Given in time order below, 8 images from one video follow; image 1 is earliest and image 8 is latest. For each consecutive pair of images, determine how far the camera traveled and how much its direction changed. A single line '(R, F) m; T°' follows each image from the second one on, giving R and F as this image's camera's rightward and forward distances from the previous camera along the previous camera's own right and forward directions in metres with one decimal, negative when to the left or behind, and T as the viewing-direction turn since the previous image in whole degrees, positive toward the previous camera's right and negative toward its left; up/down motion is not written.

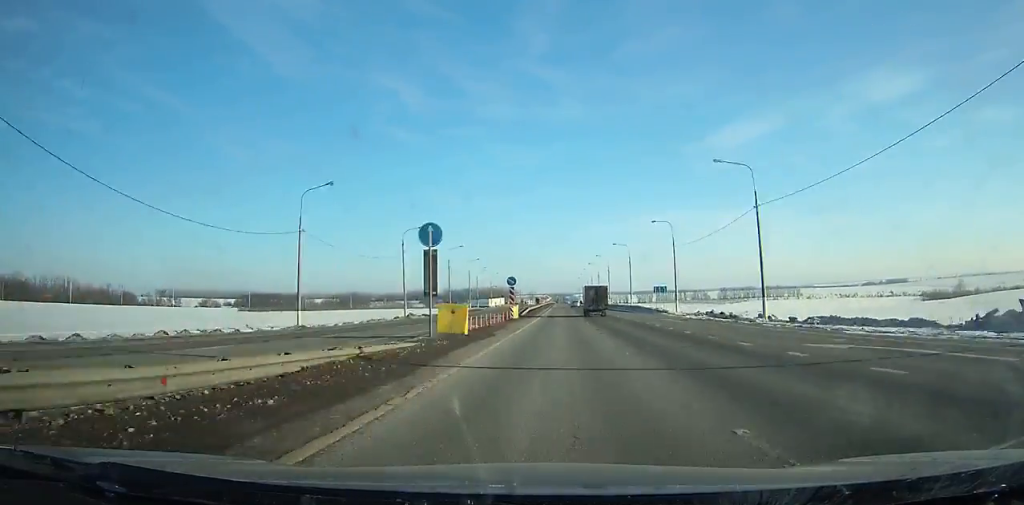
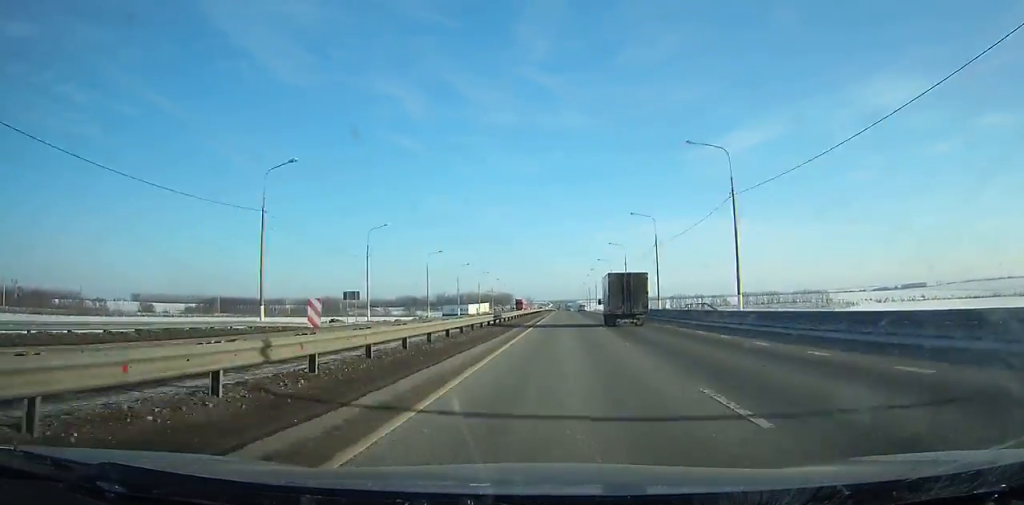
(+0.1, +93.2) m; 0°
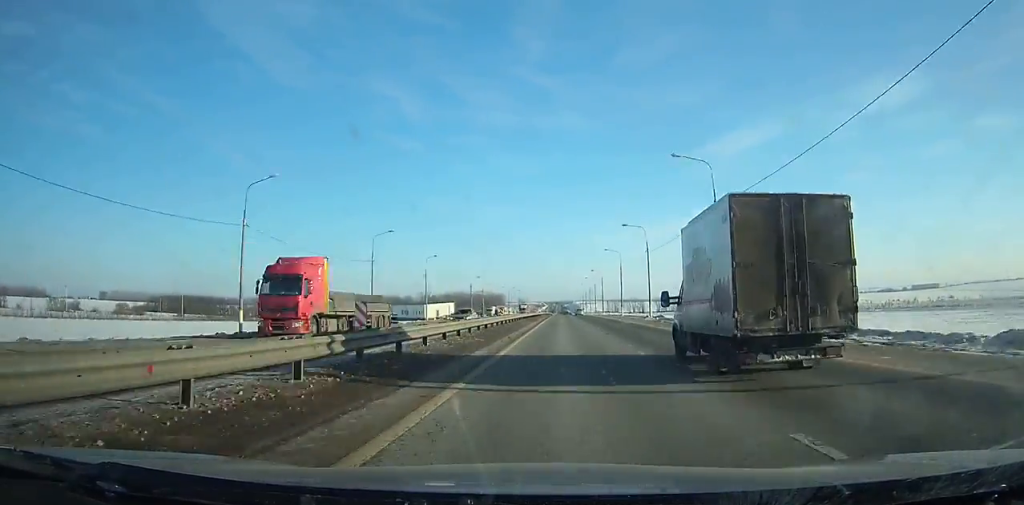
(+0.2, +87.2) m; 0°
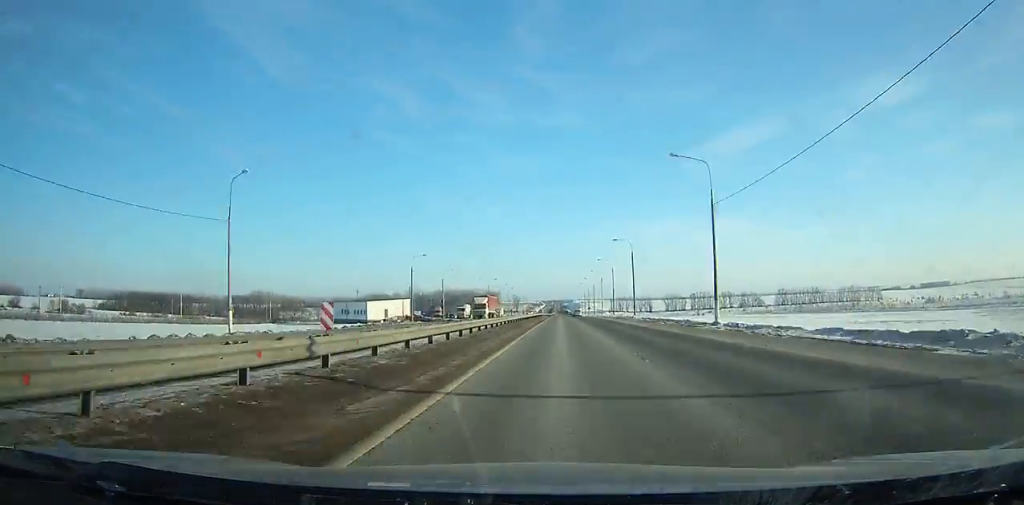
(0.0, +60.7) m; 0°
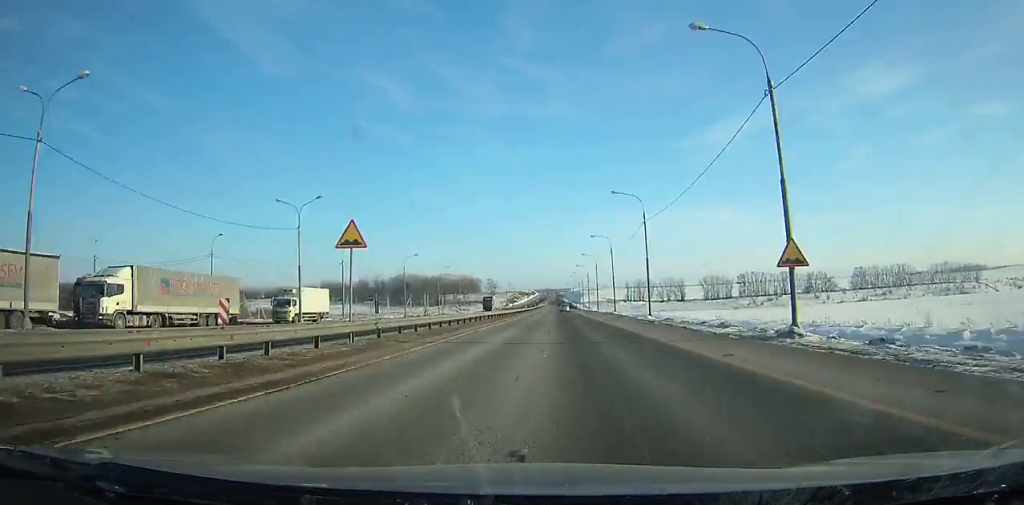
(+0.6, +174.6) m; 0°
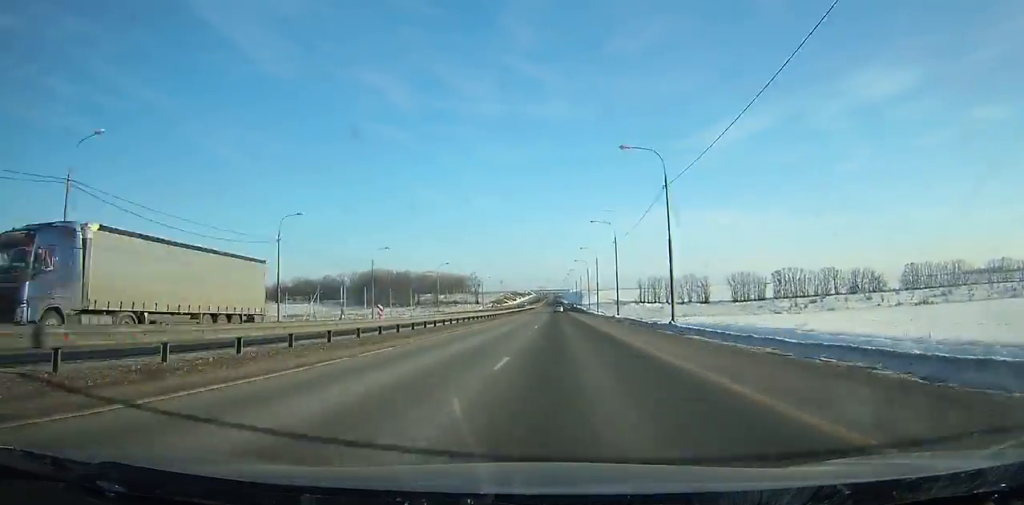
(-0.2, +72.5) m; 0°
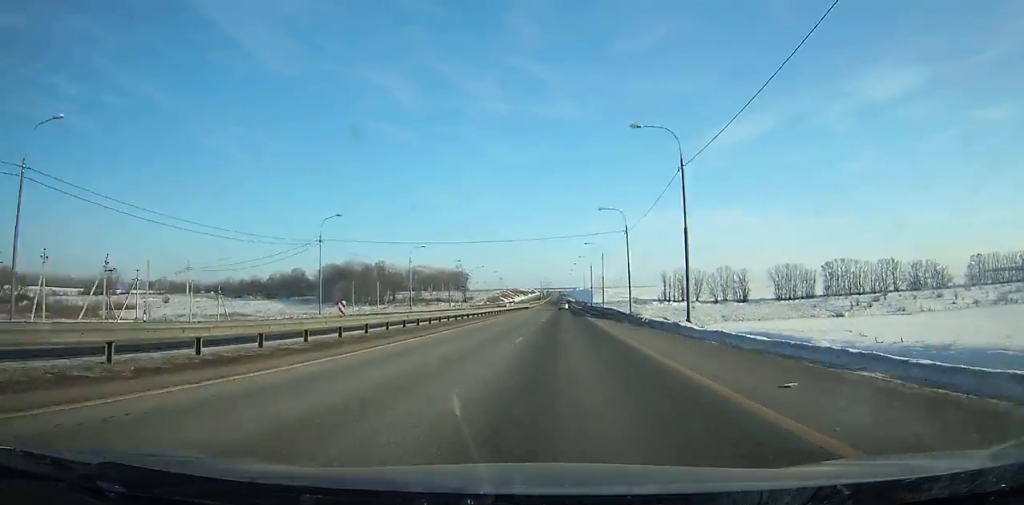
(-0.1, +62.0) m; 0°
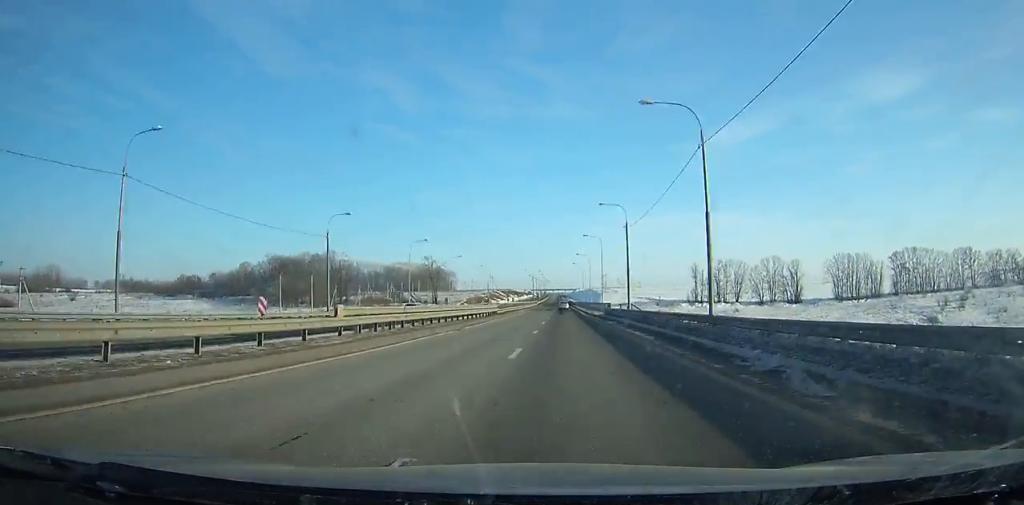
(0.0, +63.9) m; 0°
